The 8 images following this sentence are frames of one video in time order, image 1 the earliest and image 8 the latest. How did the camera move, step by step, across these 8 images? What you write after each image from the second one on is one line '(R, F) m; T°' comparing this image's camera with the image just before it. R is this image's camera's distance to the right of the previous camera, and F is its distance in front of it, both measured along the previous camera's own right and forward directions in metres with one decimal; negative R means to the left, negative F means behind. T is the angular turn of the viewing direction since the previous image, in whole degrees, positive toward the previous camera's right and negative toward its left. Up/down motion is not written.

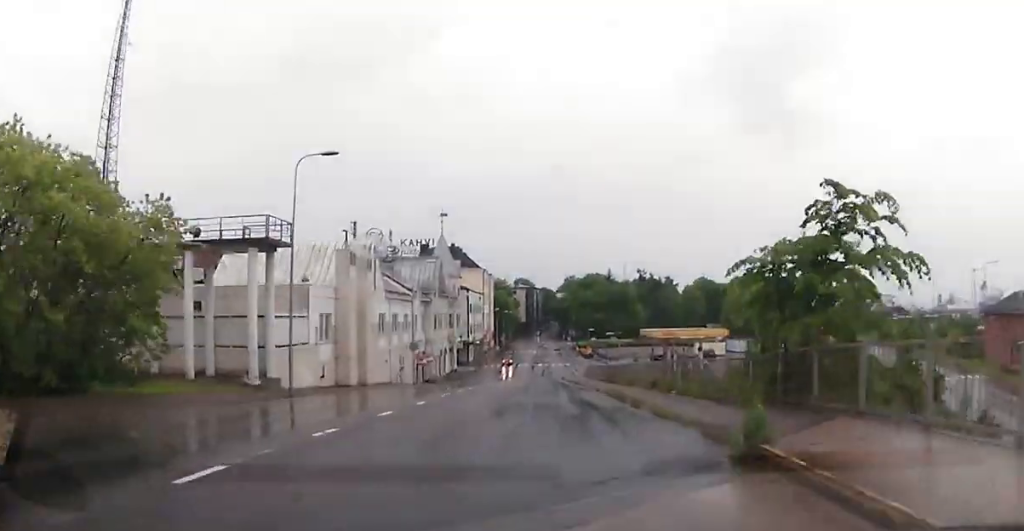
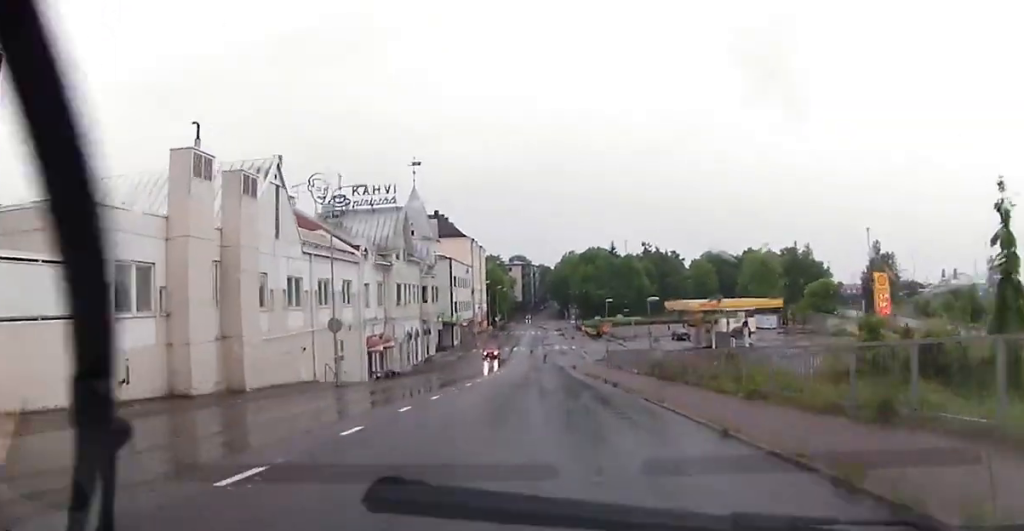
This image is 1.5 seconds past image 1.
(-0.2, +19.3) m; 0°
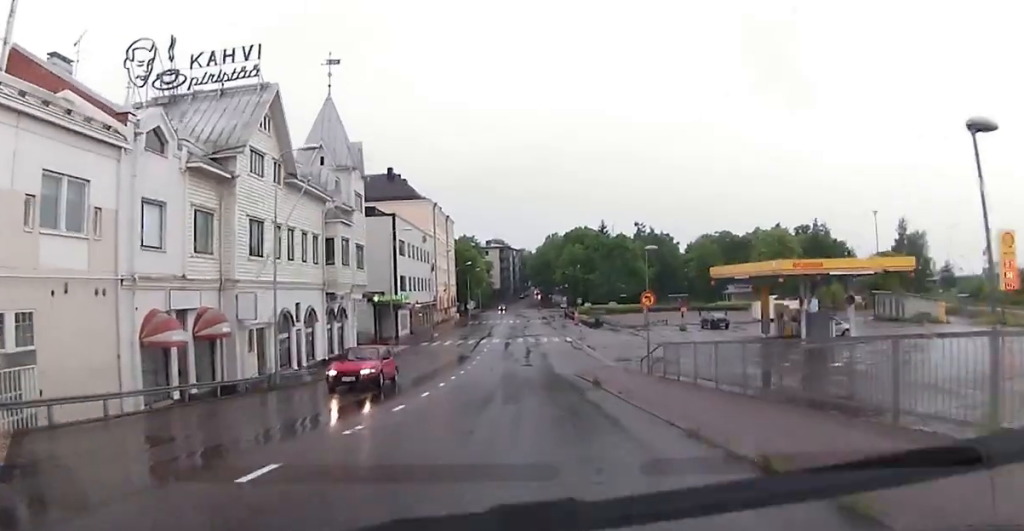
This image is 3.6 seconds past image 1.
(+0.5, +26.6) m; +2°
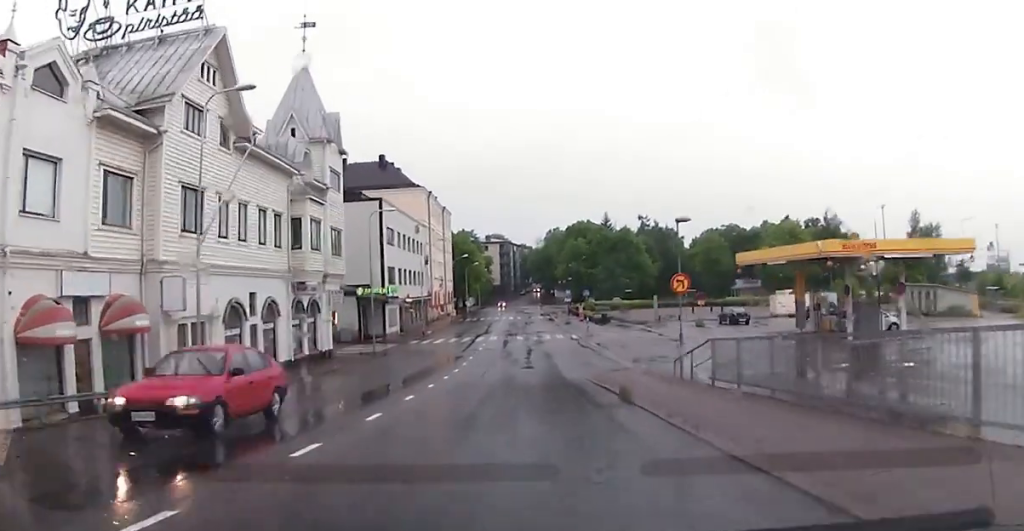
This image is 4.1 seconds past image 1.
(+0.1, +6.2) m; 0°
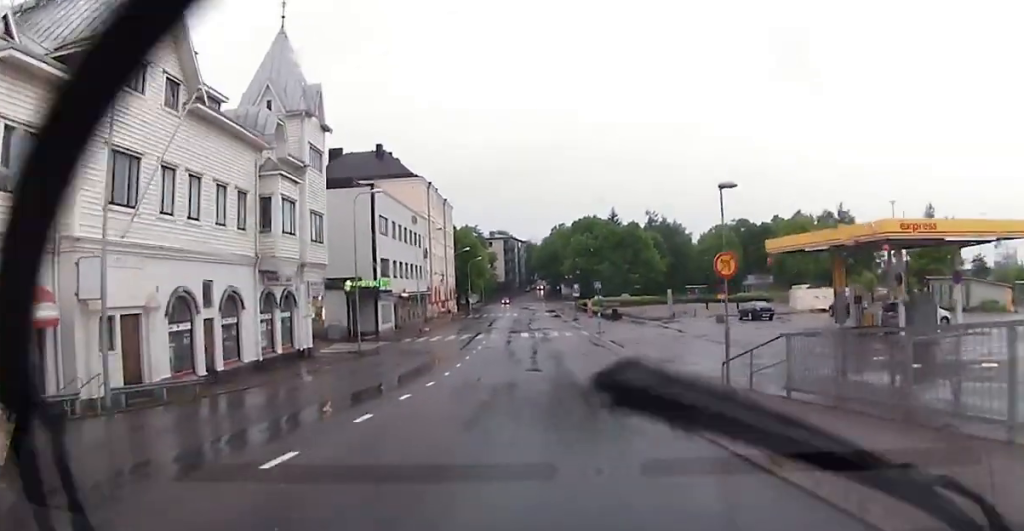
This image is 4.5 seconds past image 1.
(+0.1, +4.9) m; 0°
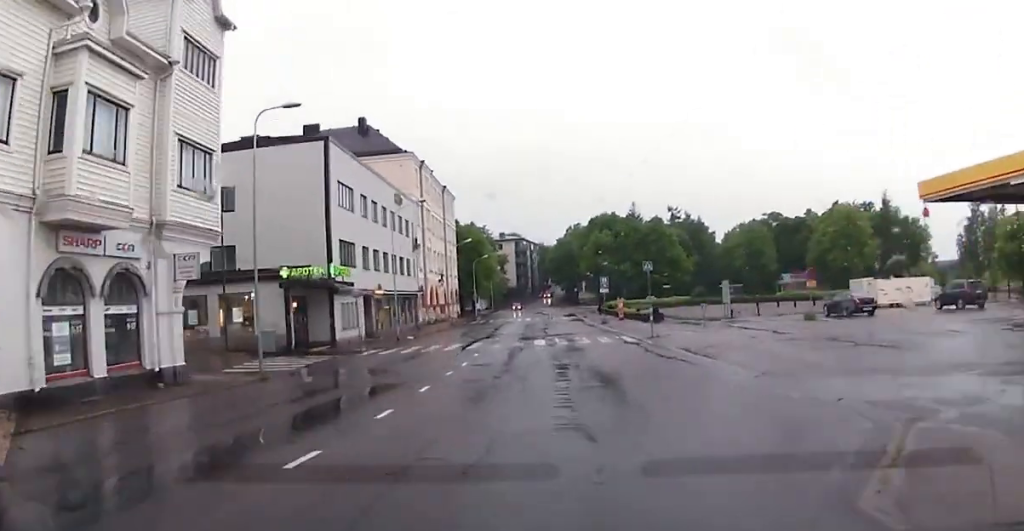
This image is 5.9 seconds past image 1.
(-0.3, +15.7) m; -1°
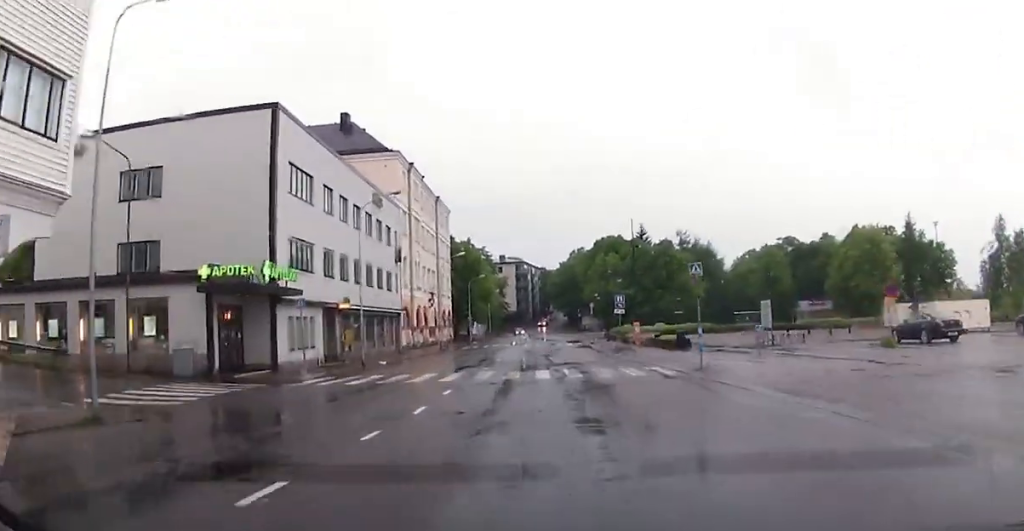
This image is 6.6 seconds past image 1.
(0.0, +8.9) m; 0°
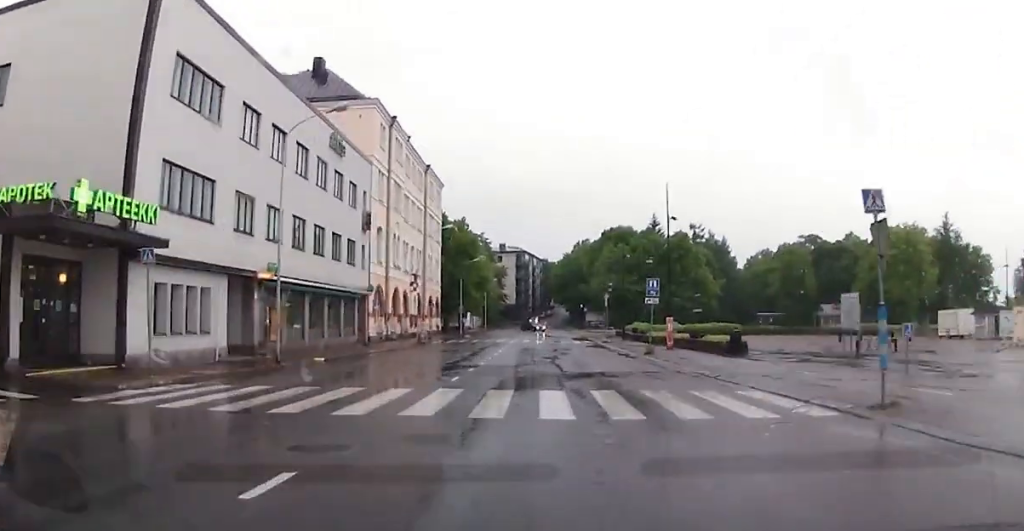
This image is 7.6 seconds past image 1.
(-0.1, +11.8) m; -1°
